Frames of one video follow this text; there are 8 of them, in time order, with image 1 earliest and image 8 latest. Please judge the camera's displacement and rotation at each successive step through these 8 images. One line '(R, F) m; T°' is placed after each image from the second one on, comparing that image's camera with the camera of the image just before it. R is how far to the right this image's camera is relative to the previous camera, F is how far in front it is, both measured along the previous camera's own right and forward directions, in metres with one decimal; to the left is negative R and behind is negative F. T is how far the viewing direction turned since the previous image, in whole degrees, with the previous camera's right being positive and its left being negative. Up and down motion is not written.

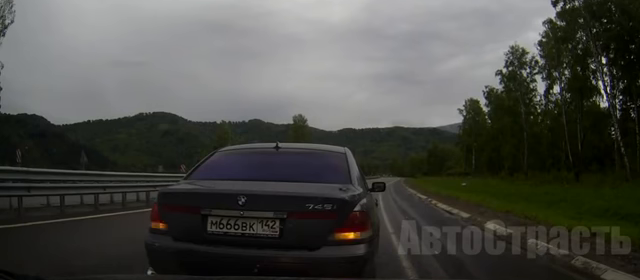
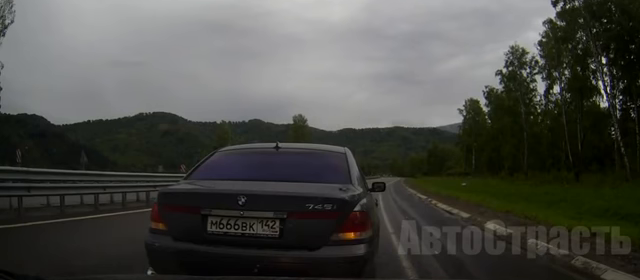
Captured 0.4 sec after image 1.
(0.0, 0.0) m; 0°
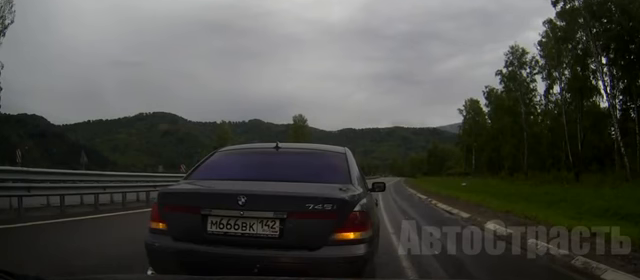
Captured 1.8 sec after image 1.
(0.0, 0.0) m; 0°
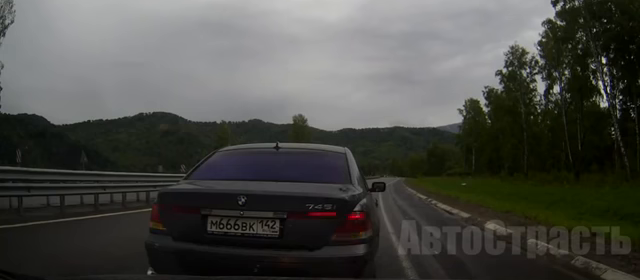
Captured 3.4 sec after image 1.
(0.0, 0.0) m; 0°
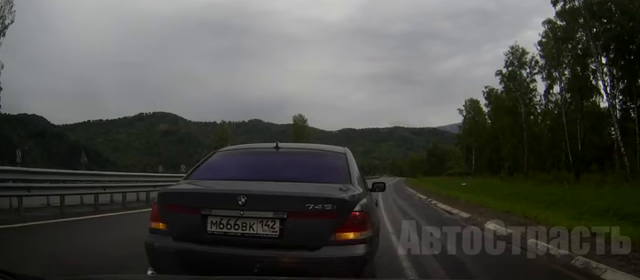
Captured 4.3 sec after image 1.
(0.0, 0.0) m; 0°
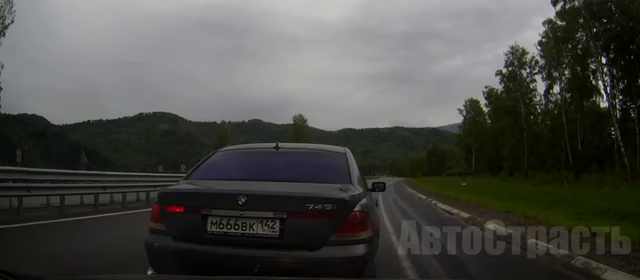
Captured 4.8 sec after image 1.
(0.0, 0.0) m; 0°
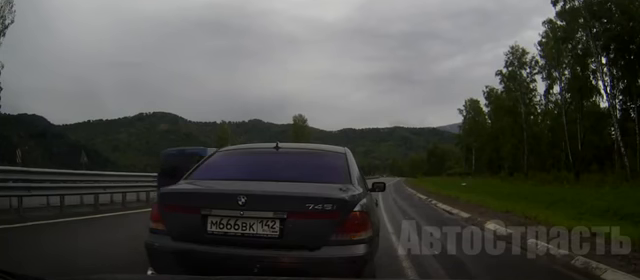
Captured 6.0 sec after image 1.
(0.0, 0.0) m; 0°
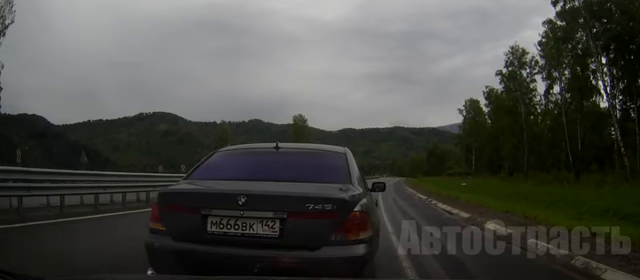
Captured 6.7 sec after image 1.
(0.0, 0.0) m; 0°
